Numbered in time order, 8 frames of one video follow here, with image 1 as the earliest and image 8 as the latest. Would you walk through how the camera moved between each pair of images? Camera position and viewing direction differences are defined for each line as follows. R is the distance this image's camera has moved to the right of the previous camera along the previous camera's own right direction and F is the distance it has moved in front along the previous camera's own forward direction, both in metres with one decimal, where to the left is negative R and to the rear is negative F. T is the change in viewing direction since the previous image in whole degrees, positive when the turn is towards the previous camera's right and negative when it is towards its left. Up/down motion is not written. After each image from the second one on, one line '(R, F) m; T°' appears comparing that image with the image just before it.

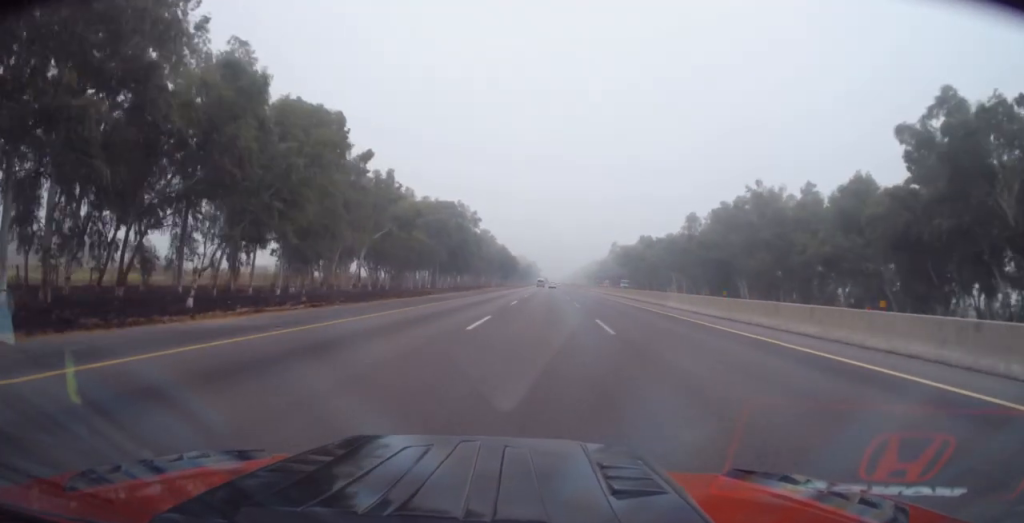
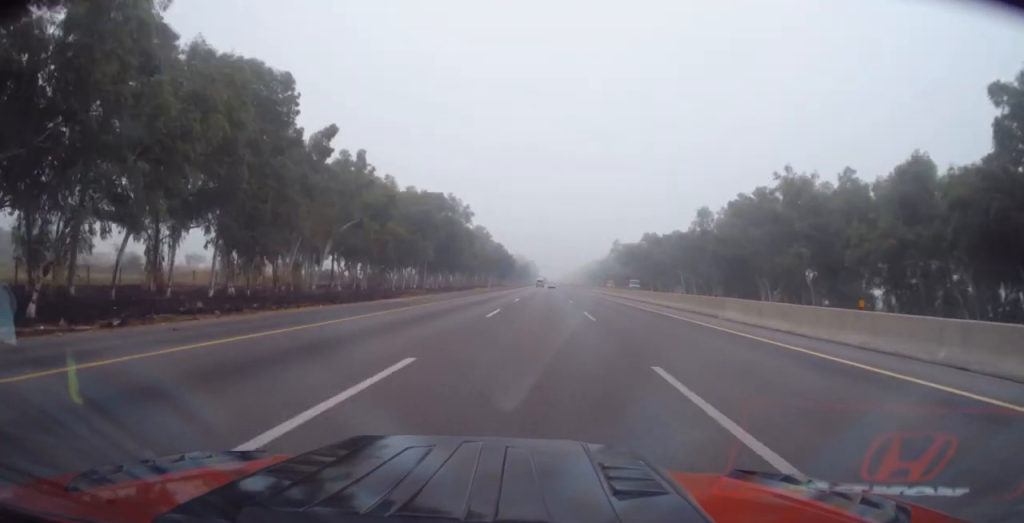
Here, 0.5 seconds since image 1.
(0.0, +12.2) m; 0°
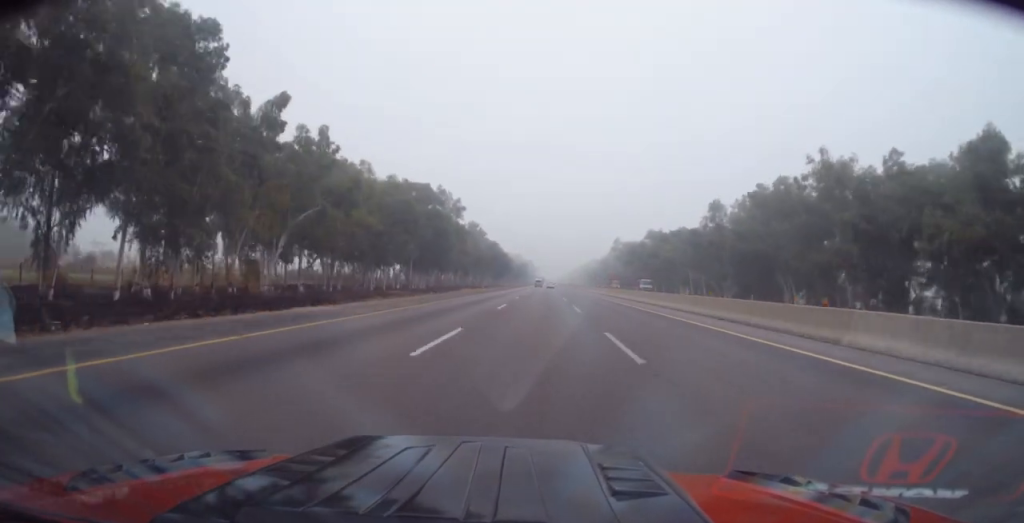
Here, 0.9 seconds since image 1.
(-0.2, +11.3) m; 0°
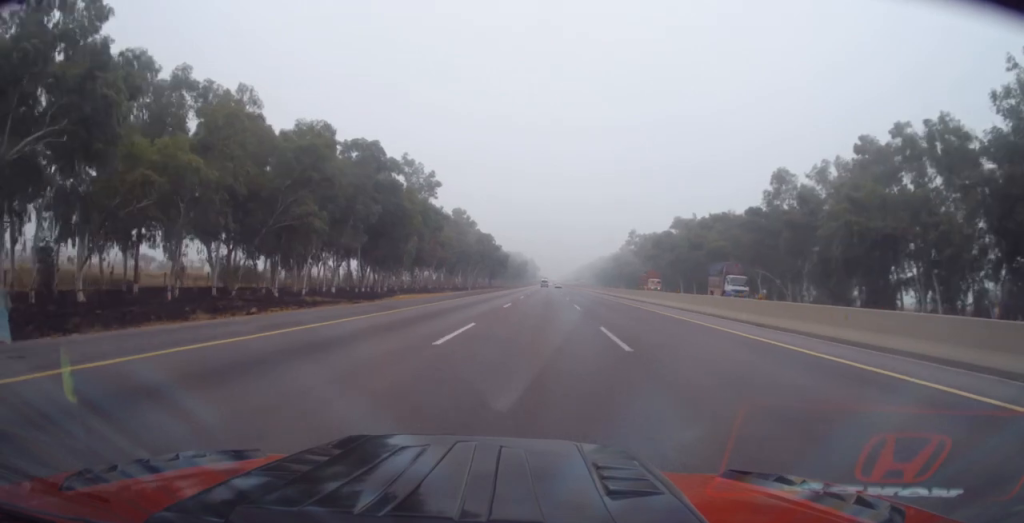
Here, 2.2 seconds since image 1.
(+0.3, +33.8) m; 0°
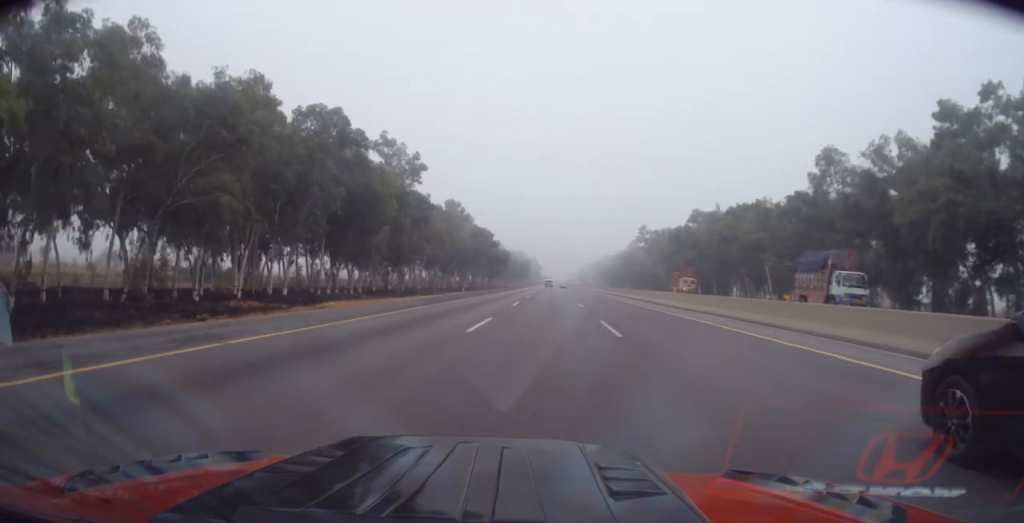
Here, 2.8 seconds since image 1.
(-0.2, +14.7) m; -1°
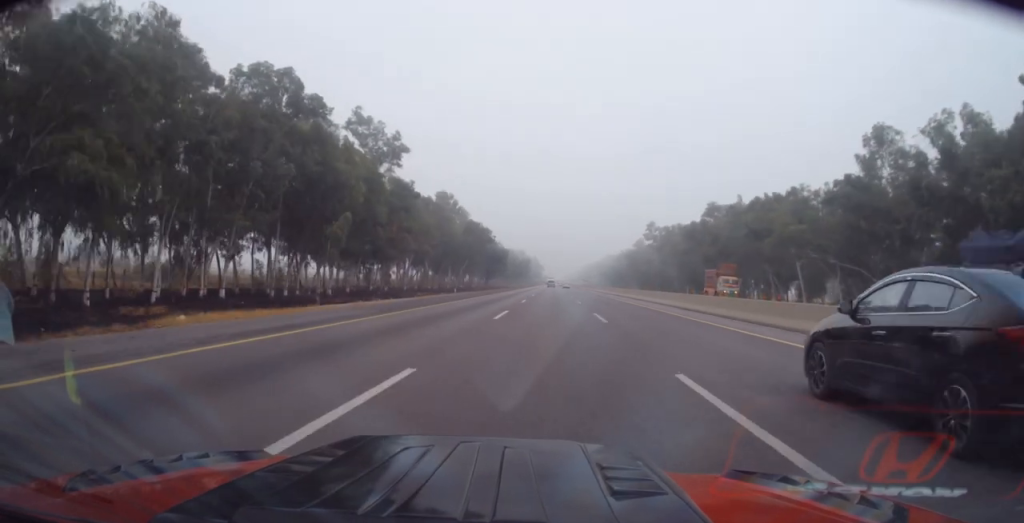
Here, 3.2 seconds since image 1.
(-0.1, +12.1) m; 0°
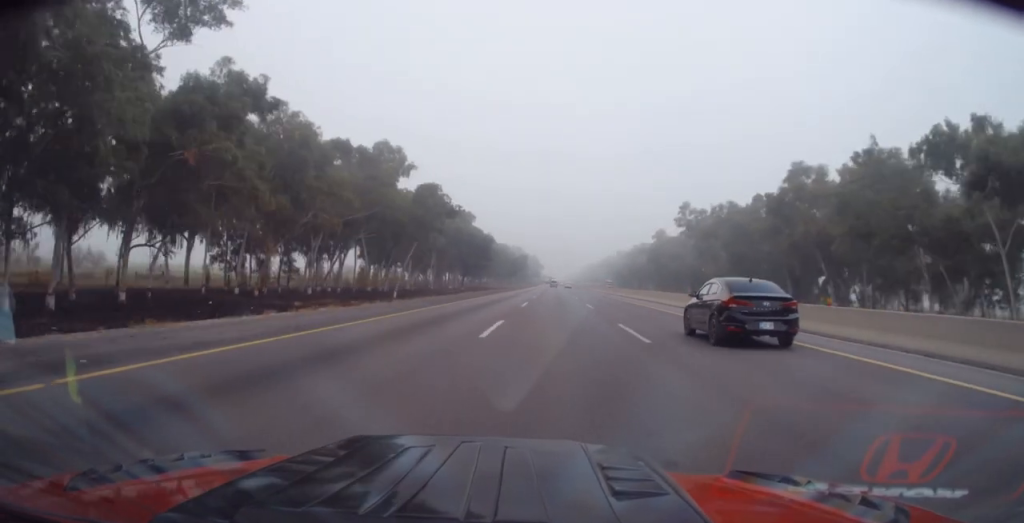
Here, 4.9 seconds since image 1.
(0.0, +42.7) m; +1°
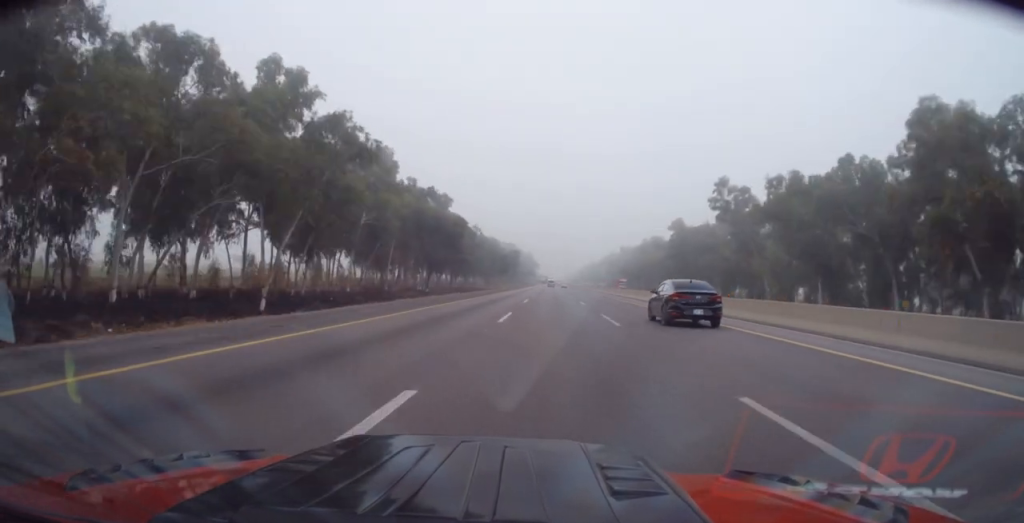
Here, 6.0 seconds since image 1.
(+0.5, +30.5) m; 0°
